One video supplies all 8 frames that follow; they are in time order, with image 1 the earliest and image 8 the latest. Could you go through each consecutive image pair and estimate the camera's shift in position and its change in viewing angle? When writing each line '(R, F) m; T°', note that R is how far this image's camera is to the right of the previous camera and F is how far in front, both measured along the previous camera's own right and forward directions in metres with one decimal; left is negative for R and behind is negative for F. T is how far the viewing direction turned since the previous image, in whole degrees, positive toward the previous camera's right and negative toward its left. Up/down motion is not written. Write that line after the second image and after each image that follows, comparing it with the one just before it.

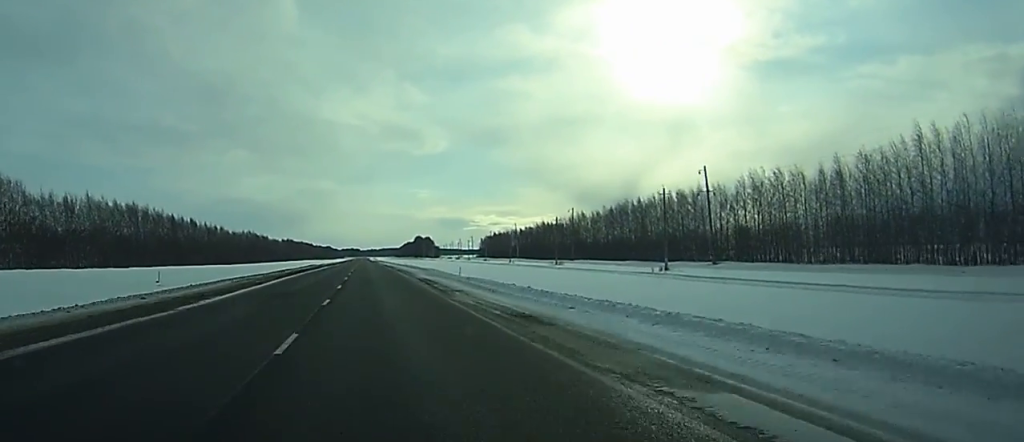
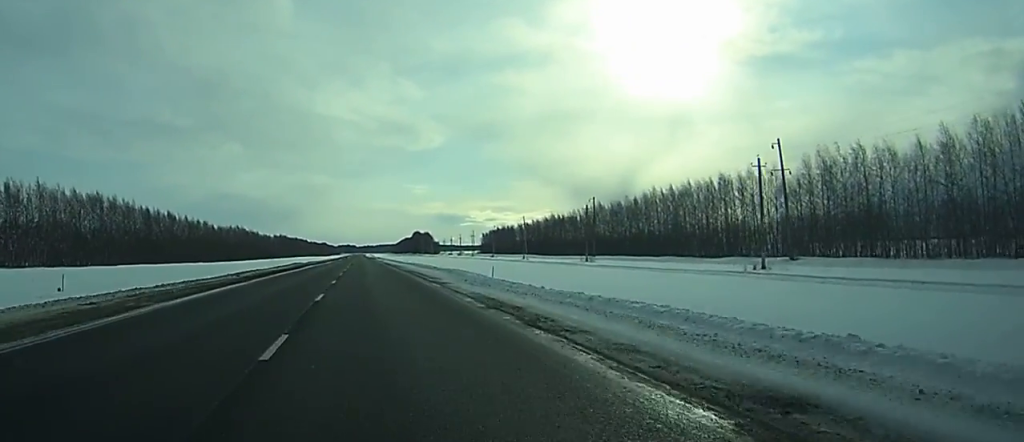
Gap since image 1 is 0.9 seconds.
(-0.3, +25.3) m; -1°
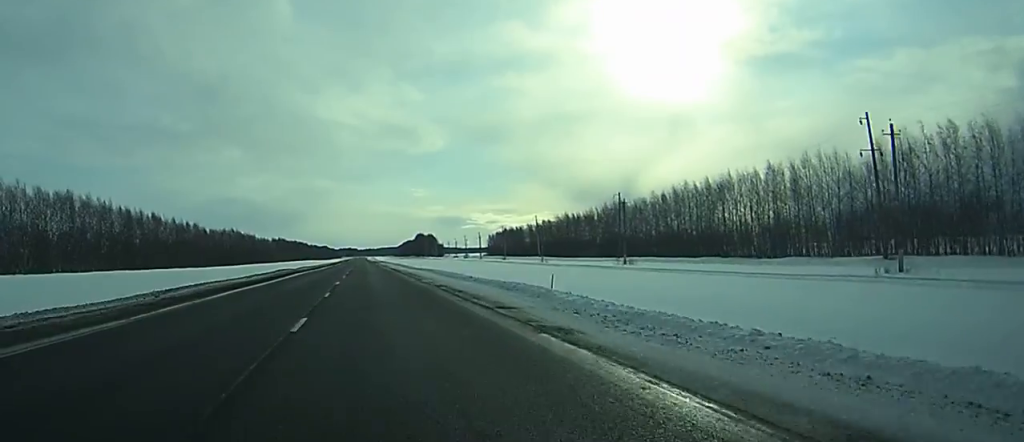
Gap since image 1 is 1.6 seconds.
(0.0, +19.8) m; 0°
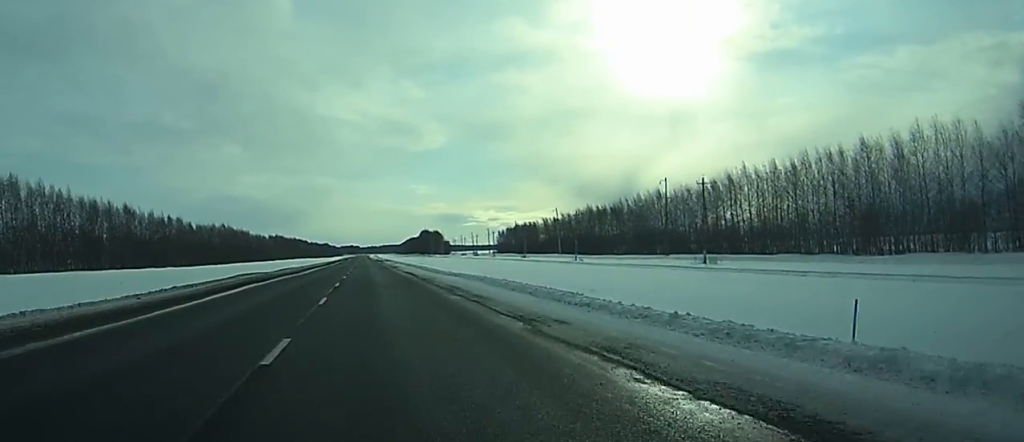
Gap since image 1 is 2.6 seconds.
(-0.1, +28.4) m; 0°
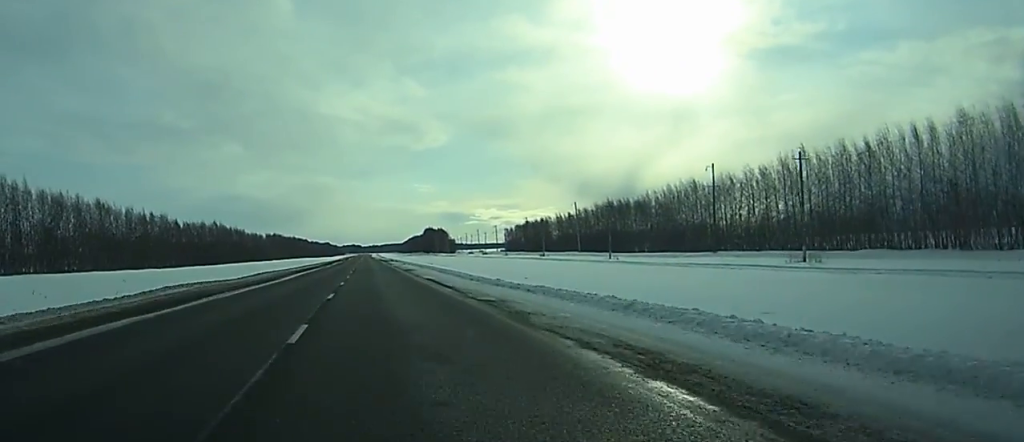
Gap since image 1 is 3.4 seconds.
(-0.1, +21.8) m; 0°
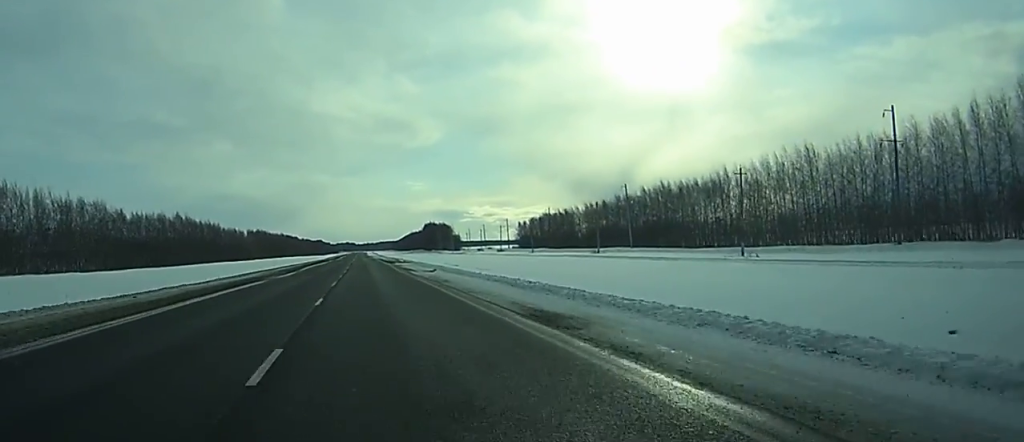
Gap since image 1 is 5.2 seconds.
(0.0, +52.3) m; 0°
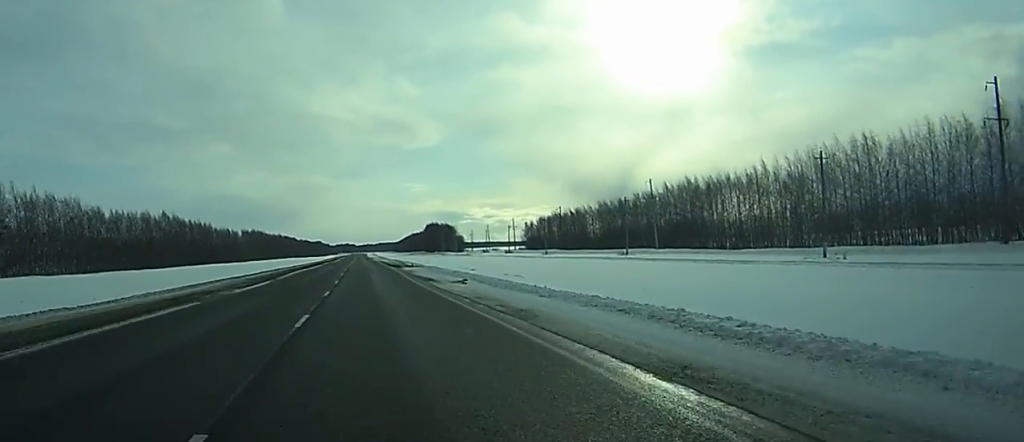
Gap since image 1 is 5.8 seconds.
(0.0, +17.2) m; 0°
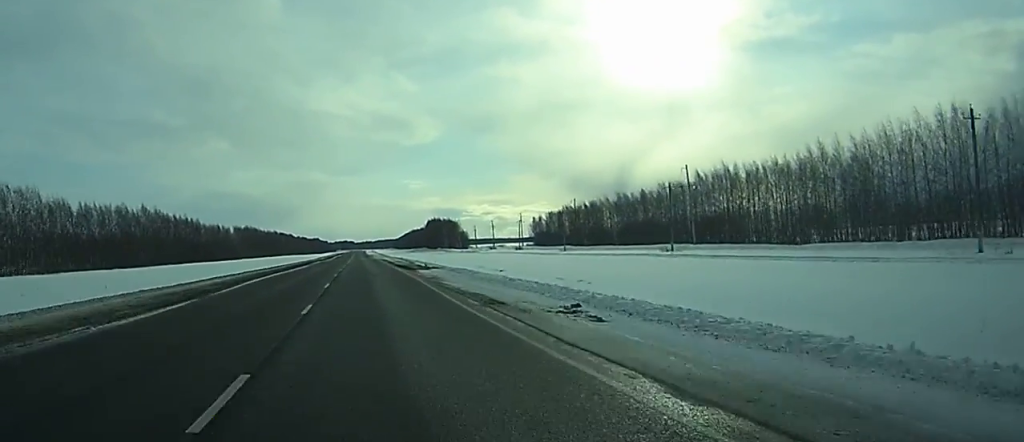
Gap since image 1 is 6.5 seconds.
(0.0, +21.0) m; 0°
